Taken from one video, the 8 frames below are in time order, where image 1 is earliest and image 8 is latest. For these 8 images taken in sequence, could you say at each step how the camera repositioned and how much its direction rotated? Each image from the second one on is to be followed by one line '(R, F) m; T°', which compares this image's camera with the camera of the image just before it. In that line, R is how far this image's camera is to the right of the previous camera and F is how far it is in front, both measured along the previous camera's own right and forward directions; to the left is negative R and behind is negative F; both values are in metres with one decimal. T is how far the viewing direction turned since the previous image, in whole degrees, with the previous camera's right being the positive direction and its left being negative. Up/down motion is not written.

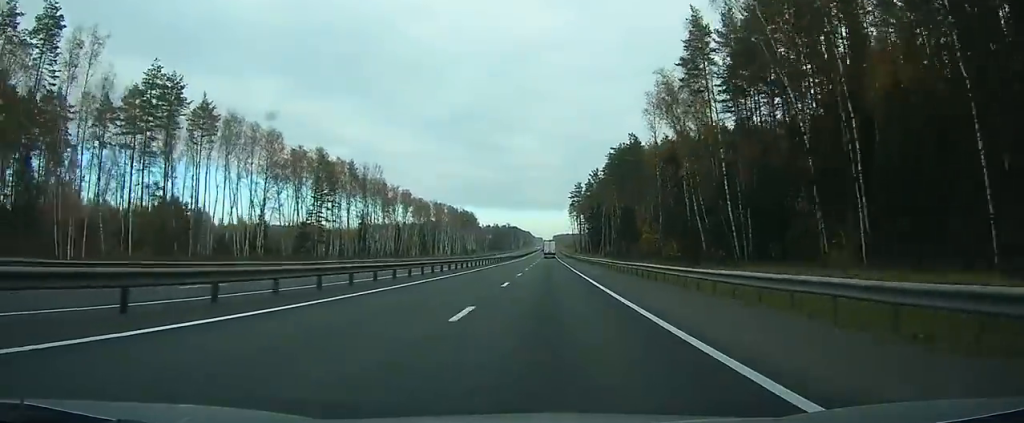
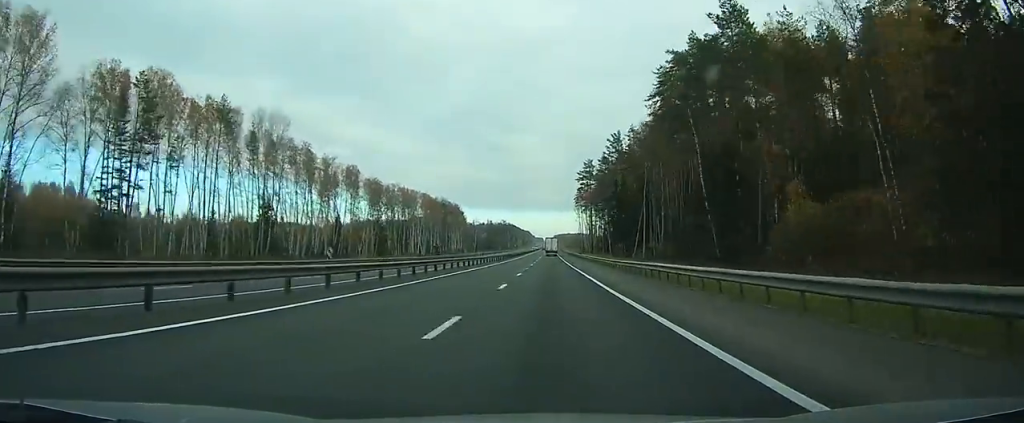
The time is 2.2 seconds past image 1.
(-0.2, +64.2) m; 0°
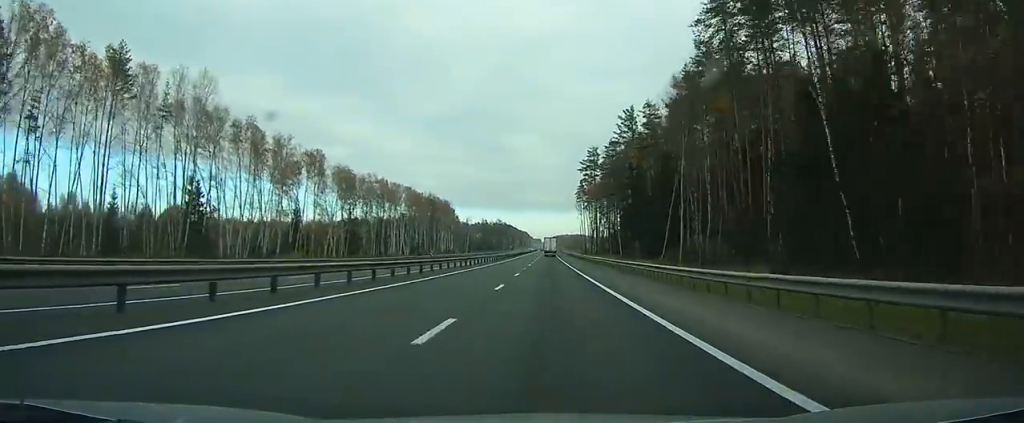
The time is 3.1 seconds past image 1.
(0.0, +24.5) m; 0°
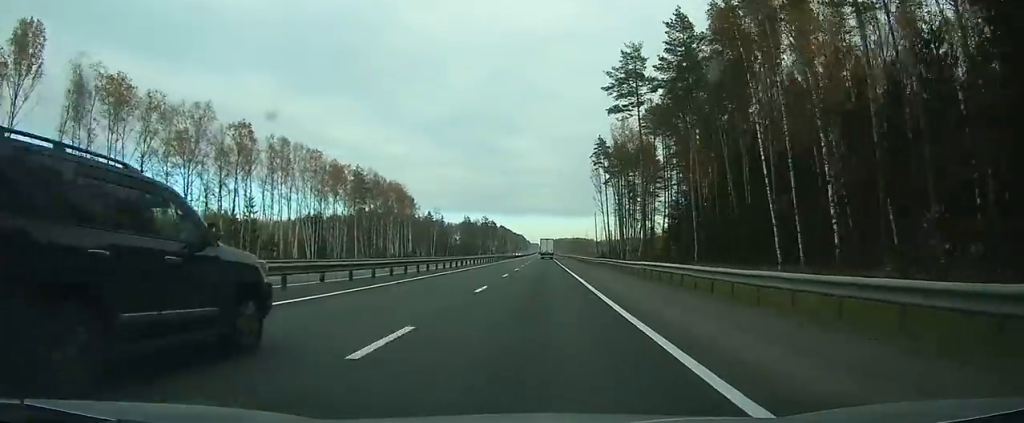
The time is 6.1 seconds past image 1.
(+0.1, +82.5) m; 0°
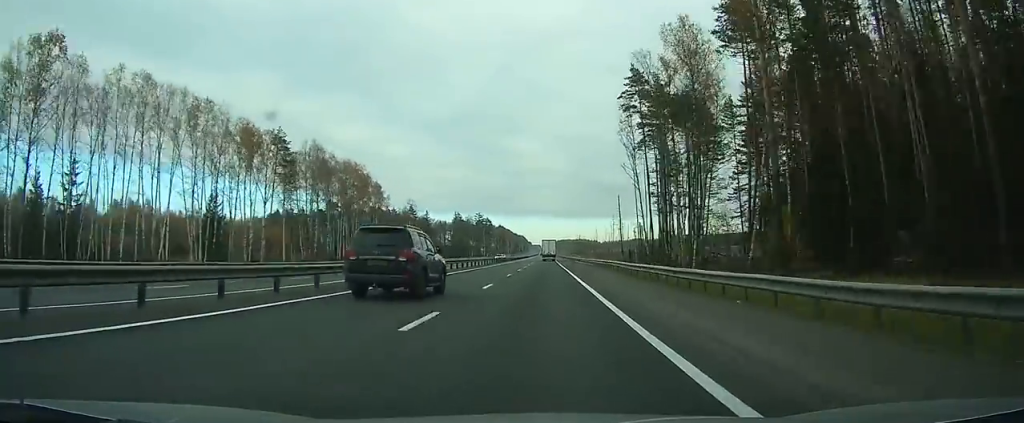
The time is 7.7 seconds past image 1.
(+0.1, +43.3) m; 0°
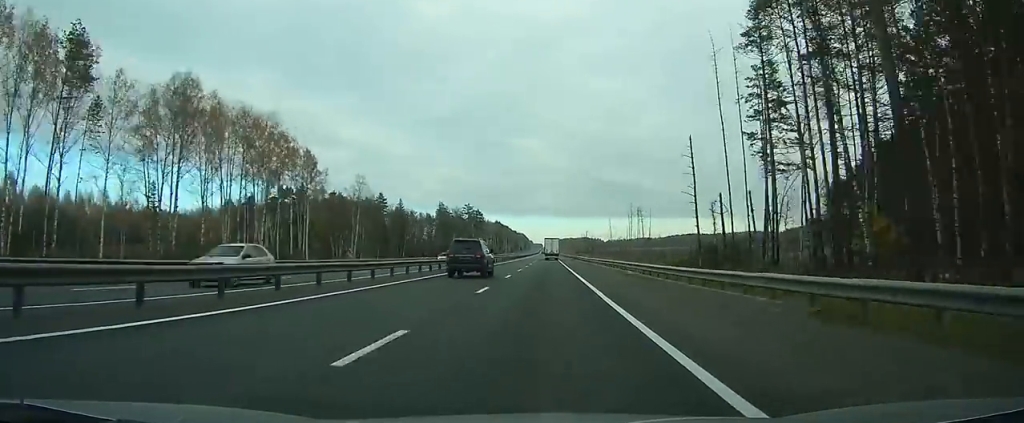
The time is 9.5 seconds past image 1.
(+0.2, +52.5) m; 0°
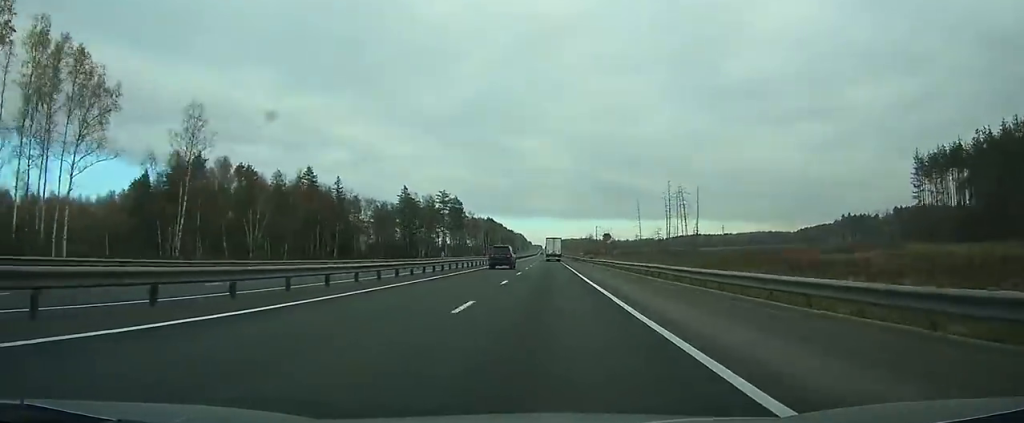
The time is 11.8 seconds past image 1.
(-0.4, +68.5) m; -1°
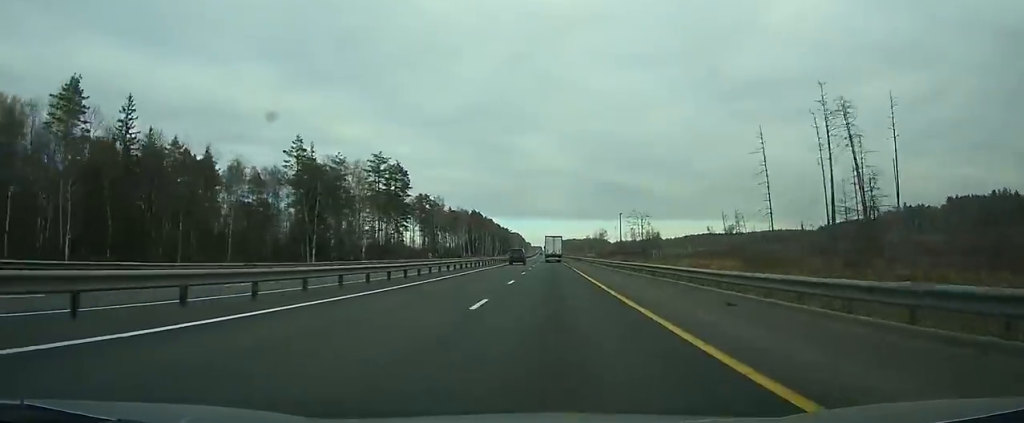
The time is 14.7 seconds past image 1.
(-0.5, +82.6) m; -1°
